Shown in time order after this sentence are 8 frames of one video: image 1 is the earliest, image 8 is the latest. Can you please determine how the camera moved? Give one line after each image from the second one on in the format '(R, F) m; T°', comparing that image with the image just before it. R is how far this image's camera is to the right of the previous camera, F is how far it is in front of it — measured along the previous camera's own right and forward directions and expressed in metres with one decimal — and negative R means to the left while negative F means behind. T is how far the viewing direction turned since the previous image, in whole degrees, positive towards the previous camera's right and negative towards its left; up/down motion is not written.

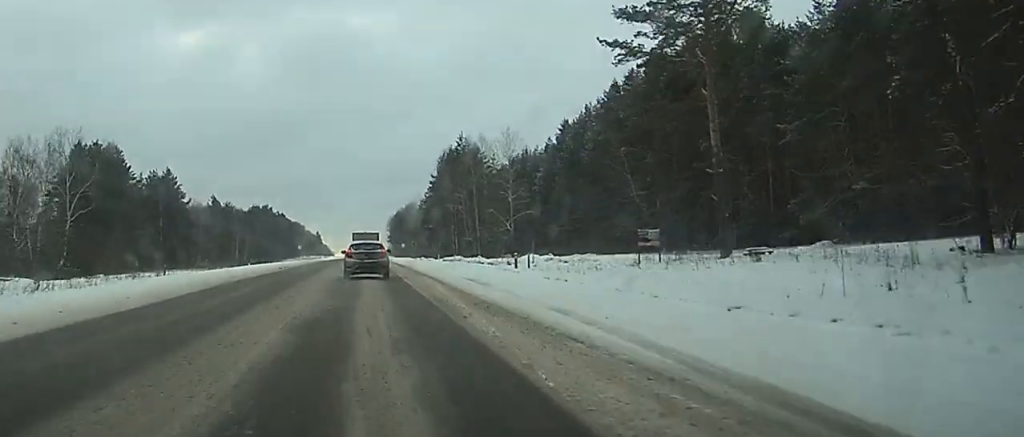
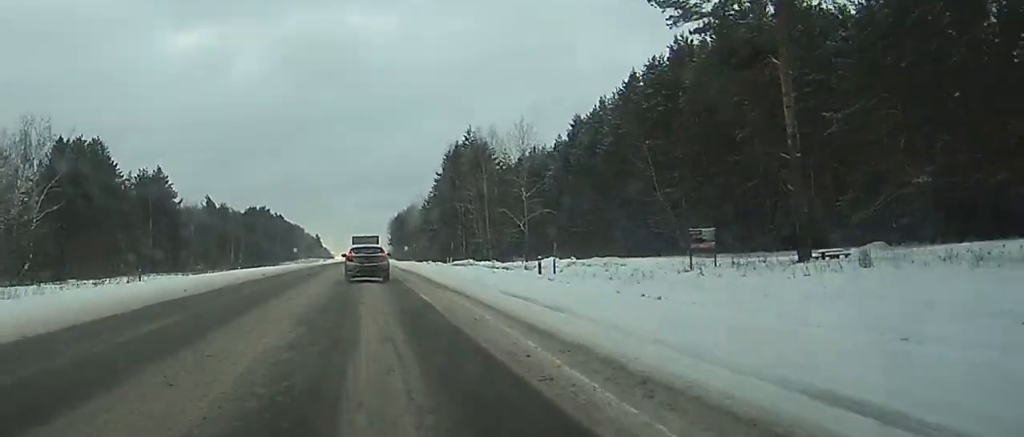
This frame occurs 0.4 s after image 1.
(-0.1, +9.8) m; 0°
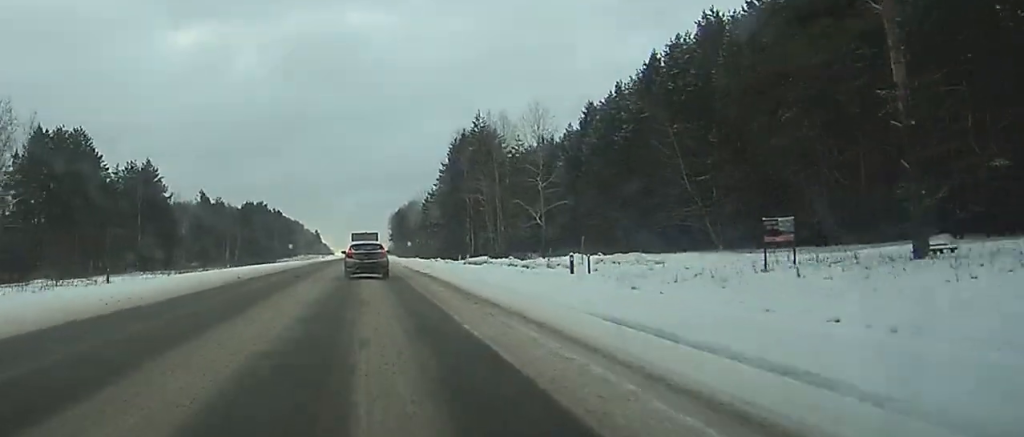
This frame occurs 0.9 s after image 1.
(0.0, +9.8) m; 0°
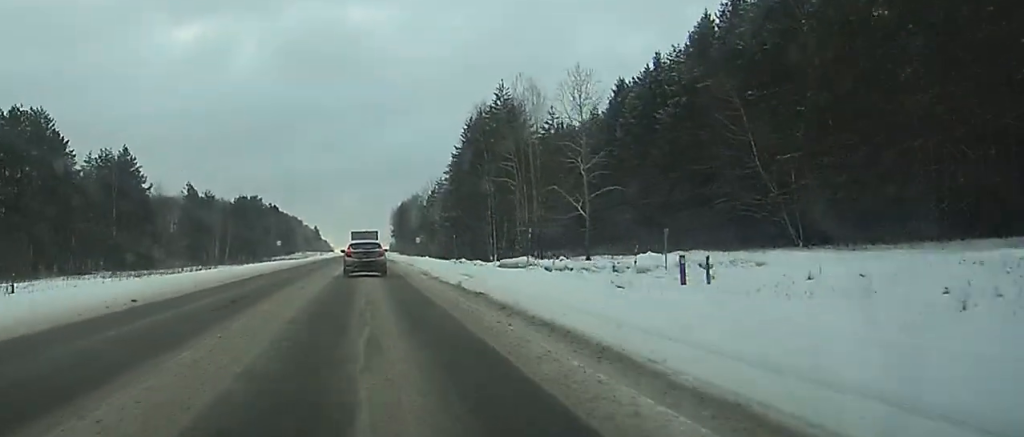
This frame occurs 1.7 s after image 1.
(+0.2, +19.0) m; 0°
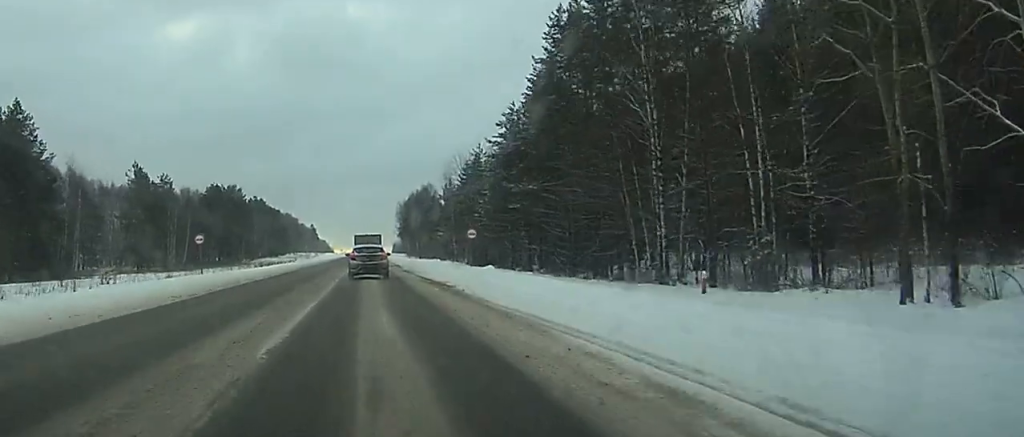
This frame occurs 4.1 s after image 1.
(-0.3, +56.0) m; -1°
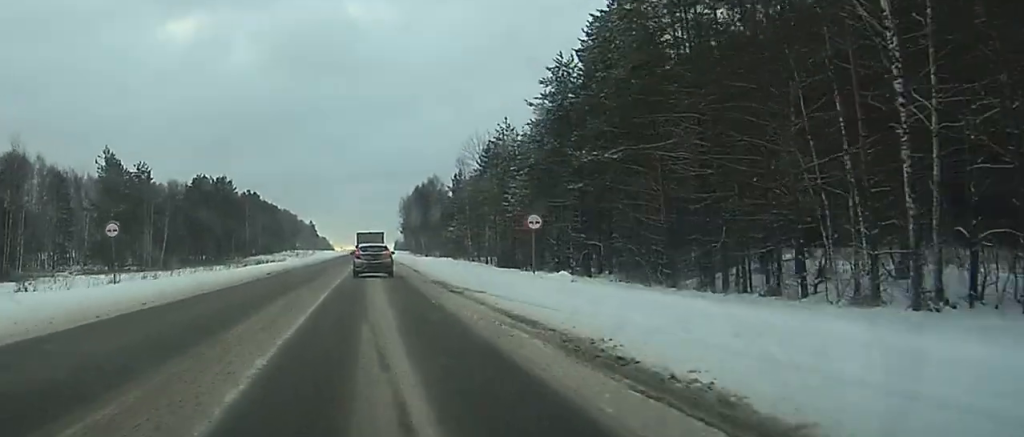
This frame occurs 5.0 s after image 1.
(0.0, +20.8) m; 0°
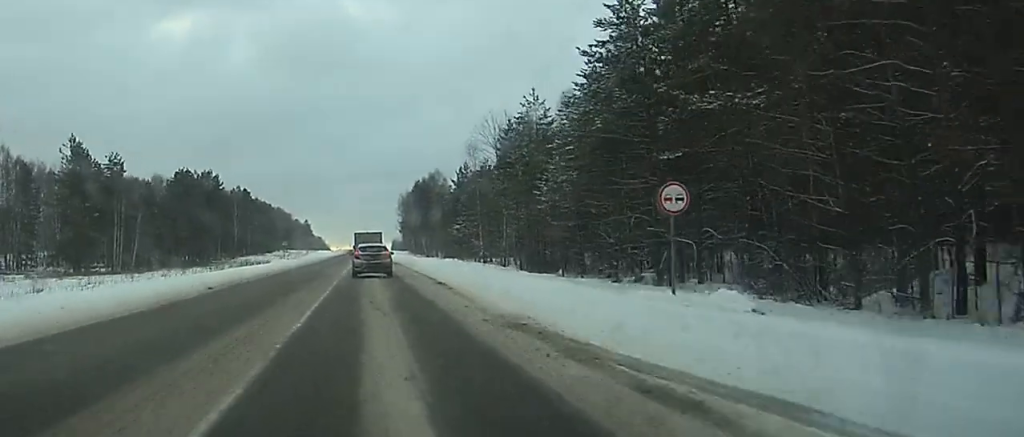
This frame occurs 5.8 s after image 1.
(0.0, +16.9) m; -1°
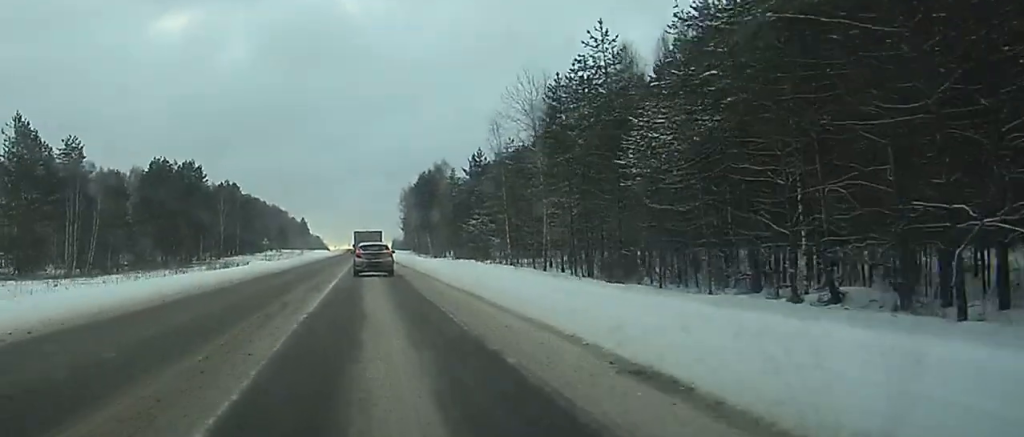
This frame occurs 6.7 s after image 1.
(-0.3, +22.4) m; 0°
